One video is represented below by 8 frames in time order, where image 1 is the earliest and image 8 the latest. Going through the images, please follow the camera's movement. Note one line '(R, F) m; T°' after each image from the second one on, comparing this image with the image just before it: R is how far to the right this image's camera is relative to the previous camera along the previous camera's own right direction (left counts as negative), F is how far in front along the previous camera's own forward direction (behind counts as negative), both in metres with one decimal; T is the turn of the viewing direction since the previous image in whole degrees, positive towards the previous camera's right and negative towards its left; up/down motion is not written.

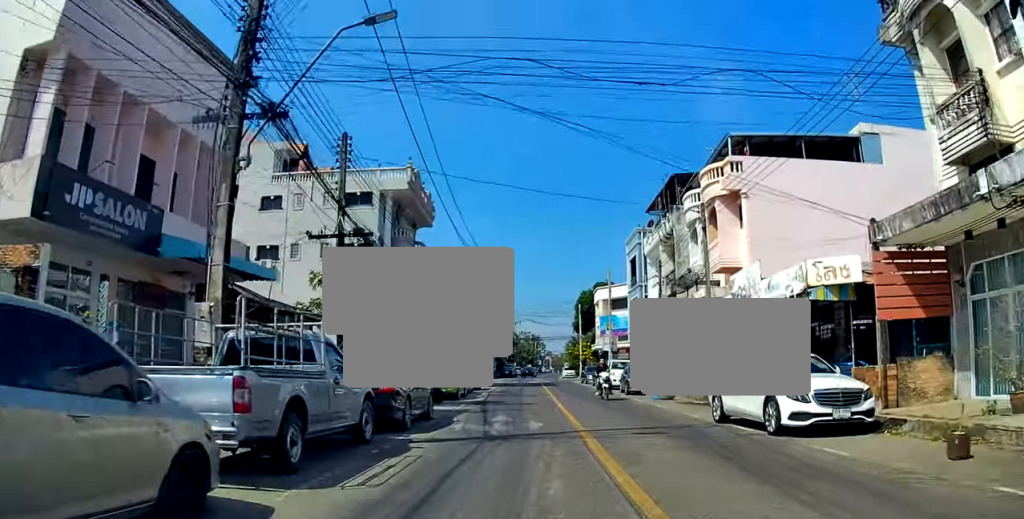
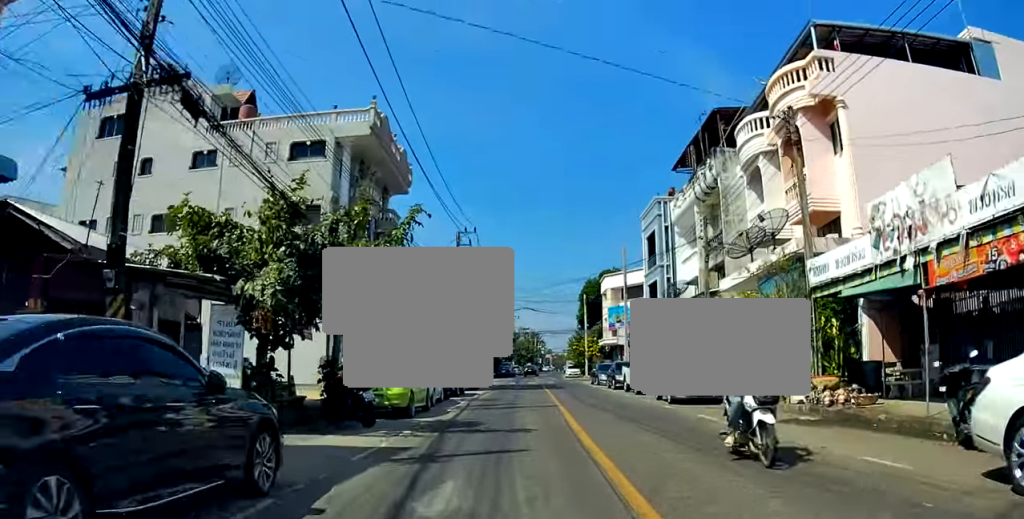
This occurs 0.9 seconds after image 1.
(+0.1, +9.0) m; -1°
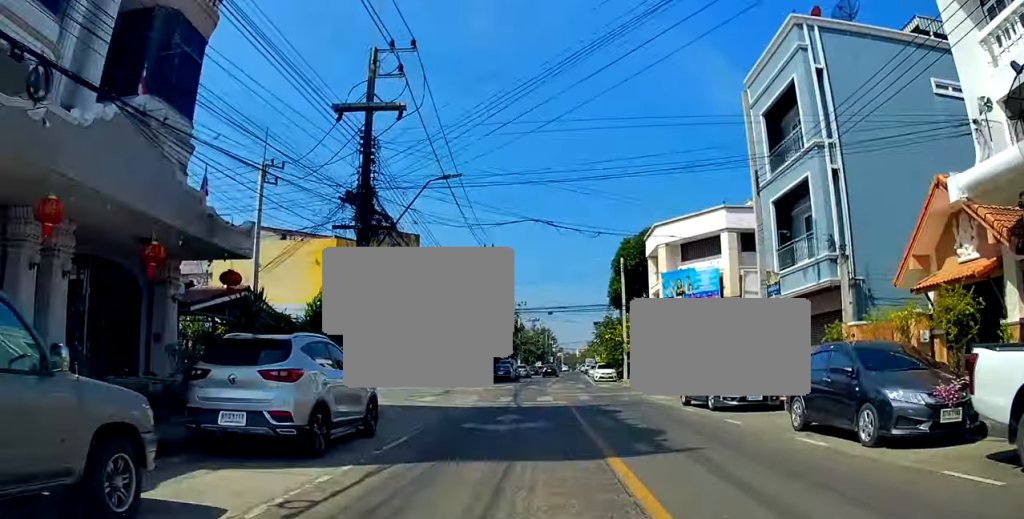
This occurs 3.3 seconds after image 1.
(-0.3, +25.7) m; -1°
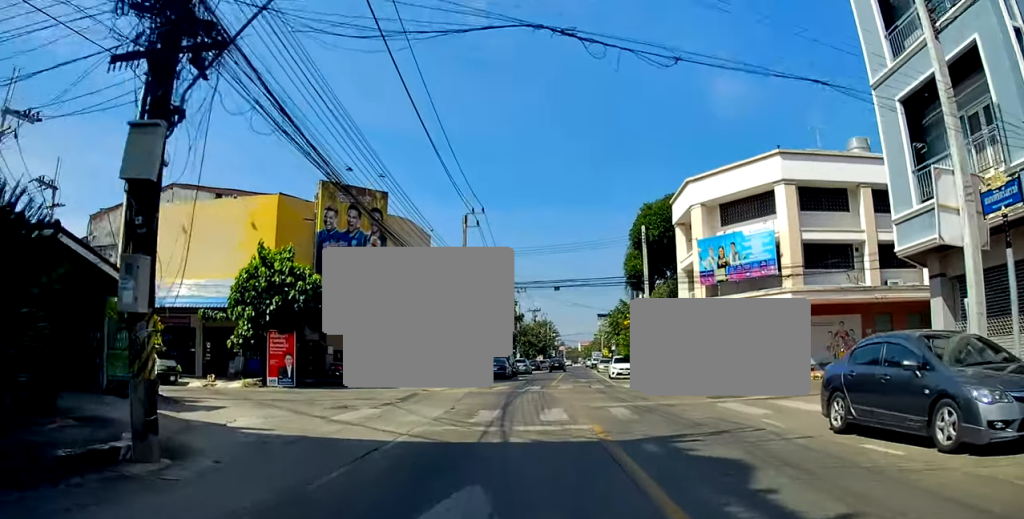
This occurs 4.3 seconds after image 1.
(-0.2, +10.3) m; -1°
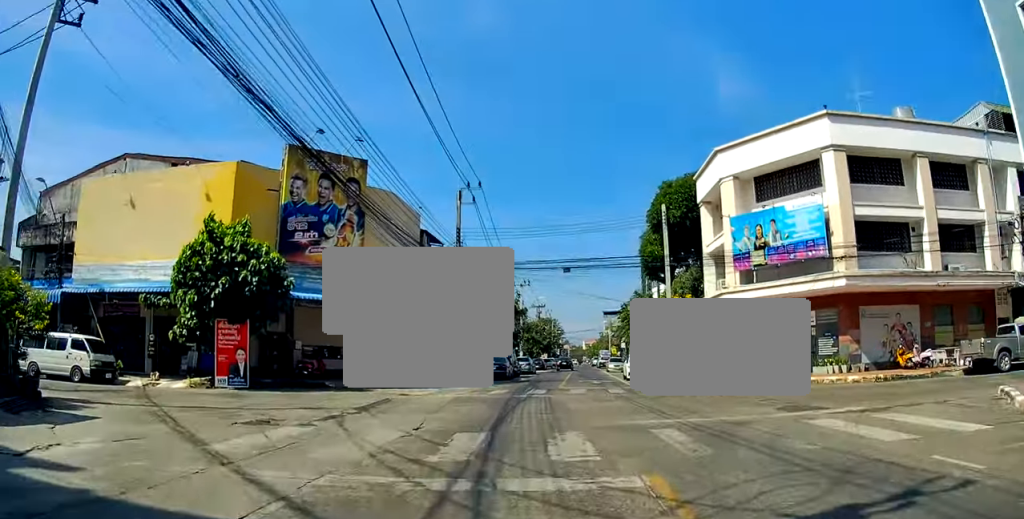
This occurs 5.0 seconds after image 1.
(0.0, +6.1) m; 0°
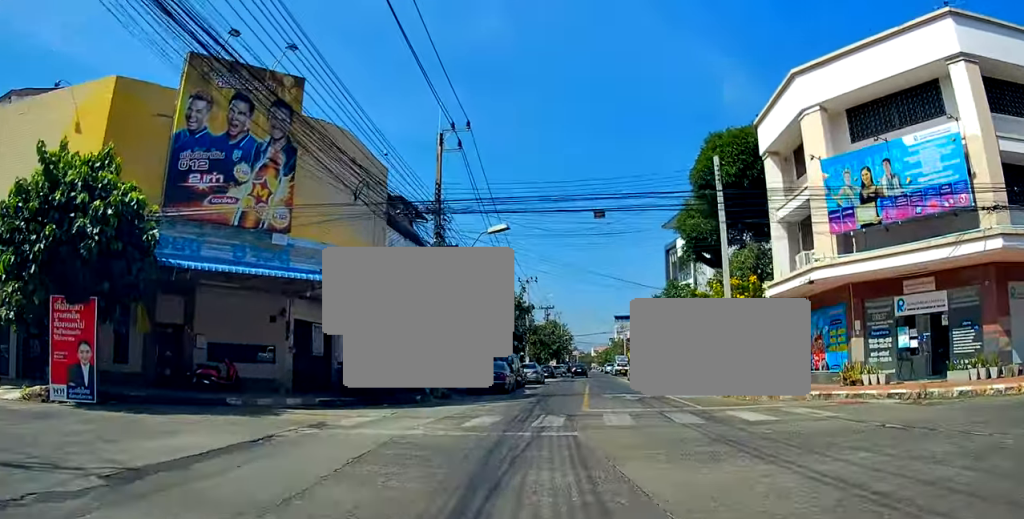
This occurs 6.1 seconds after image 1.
(+0.2, +10.3) m; +2°
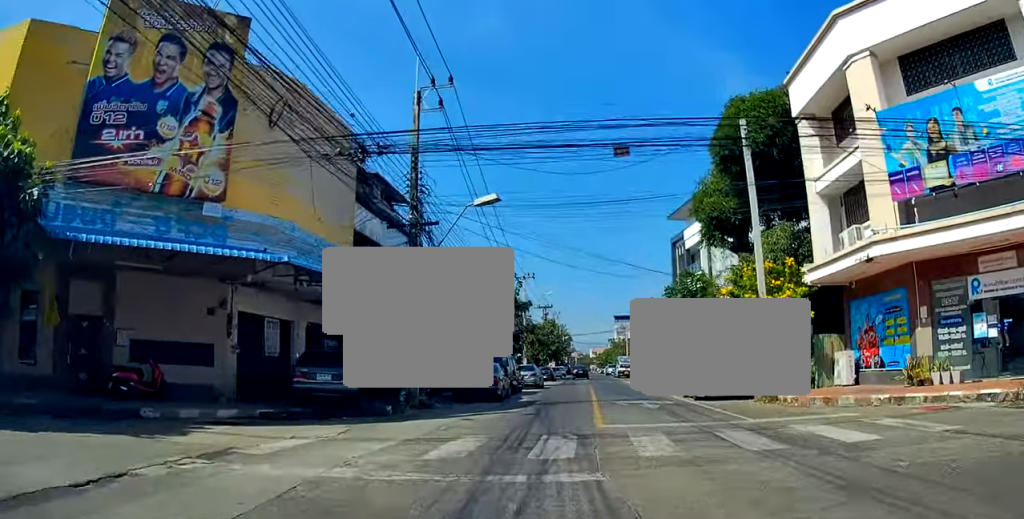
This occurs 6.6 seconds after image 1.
(+0.1, +4.4) m; +1°
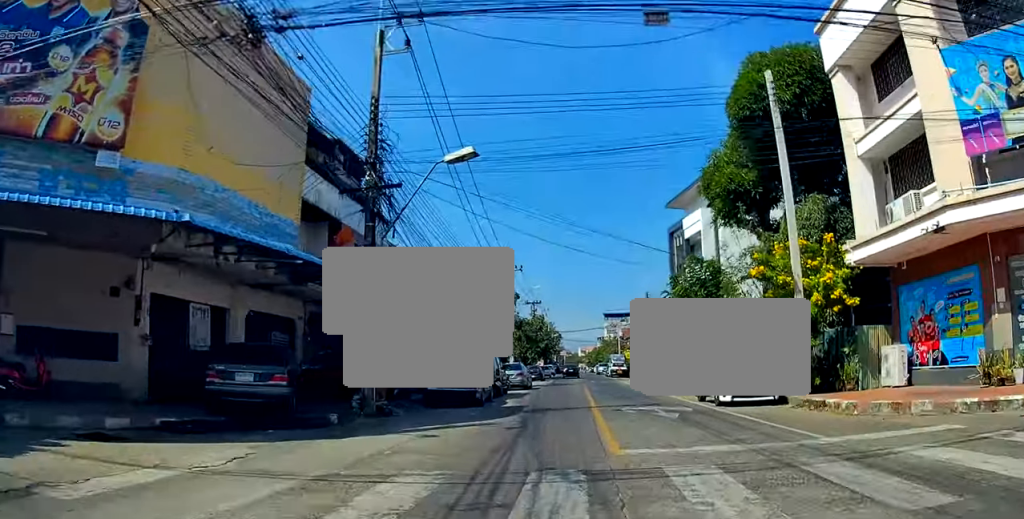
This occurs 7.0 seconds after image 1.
(0.0, +4.1) m; +1°
